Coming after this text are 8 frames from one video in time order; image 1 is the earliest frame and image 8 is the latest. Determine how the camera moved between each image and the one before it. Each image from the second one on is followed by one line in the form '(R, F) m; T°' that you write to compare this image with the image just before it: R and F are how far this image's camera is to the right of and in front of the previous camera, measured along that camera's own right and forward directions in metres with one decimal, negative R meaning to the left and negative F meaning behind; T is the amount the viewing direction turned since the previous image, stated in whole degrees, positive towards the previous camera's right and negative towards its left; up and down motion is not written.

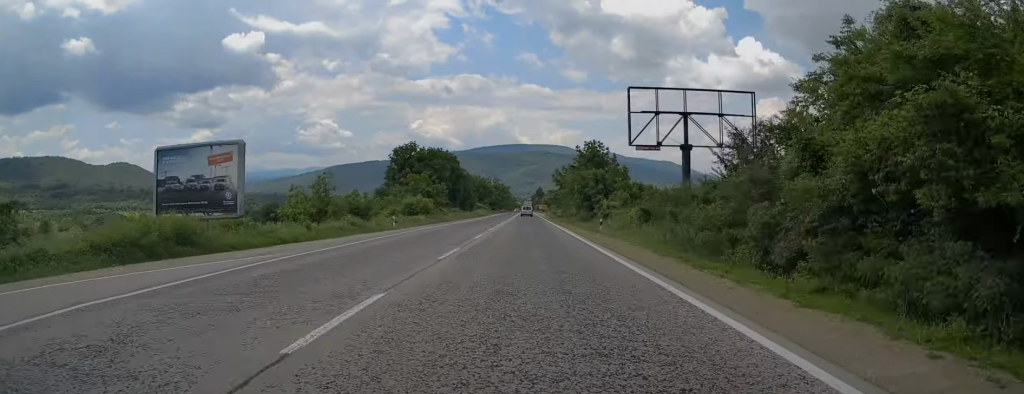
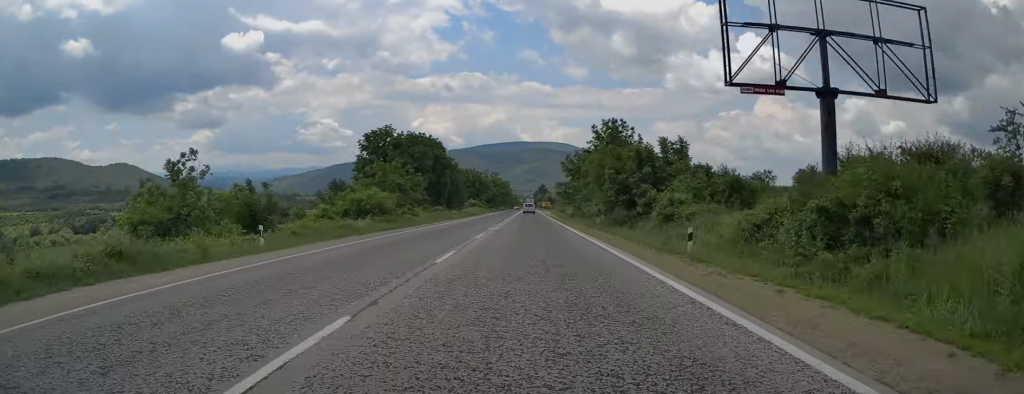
(0.0, +19.7) m; 0°
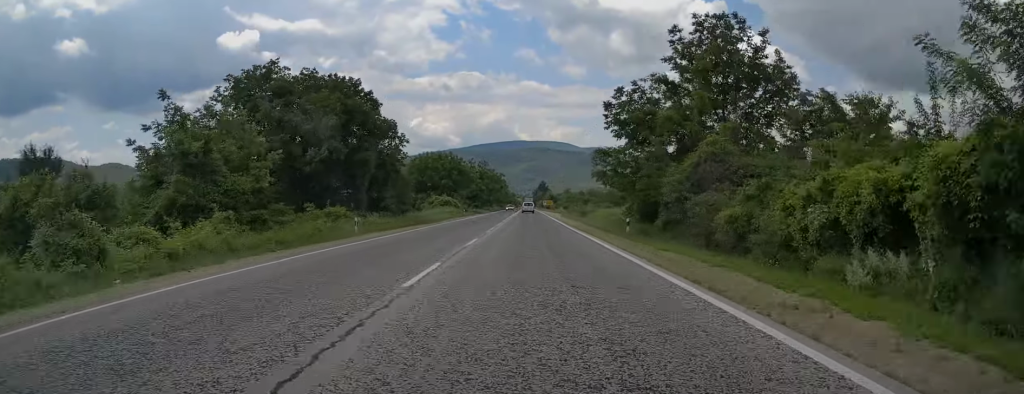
(+0.5, +39.2) m; 0°
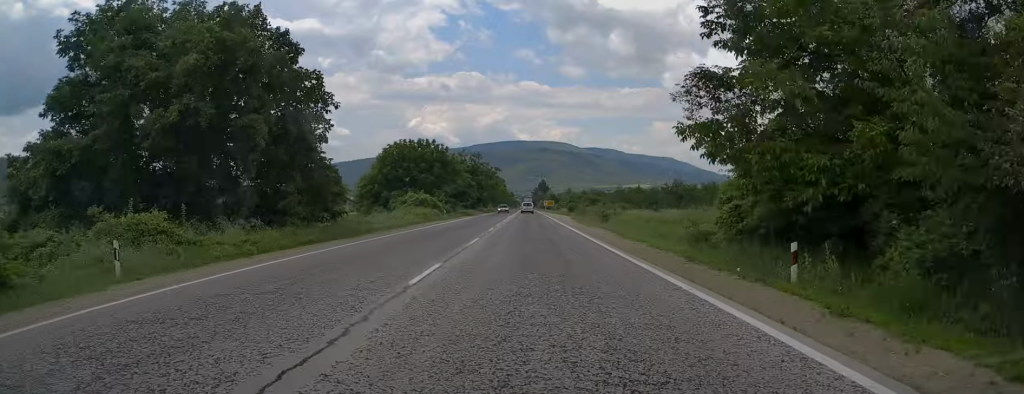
(-0.2, +17.8) m; 0°
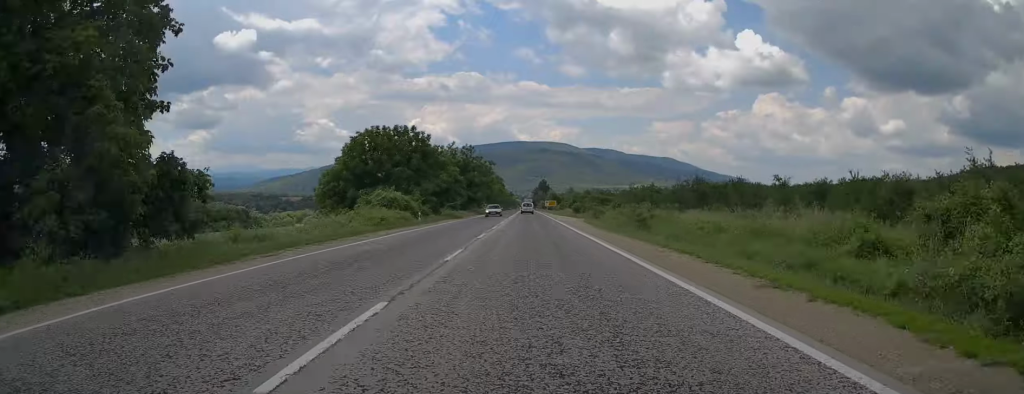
(-0.2, +14.4) m; 0°
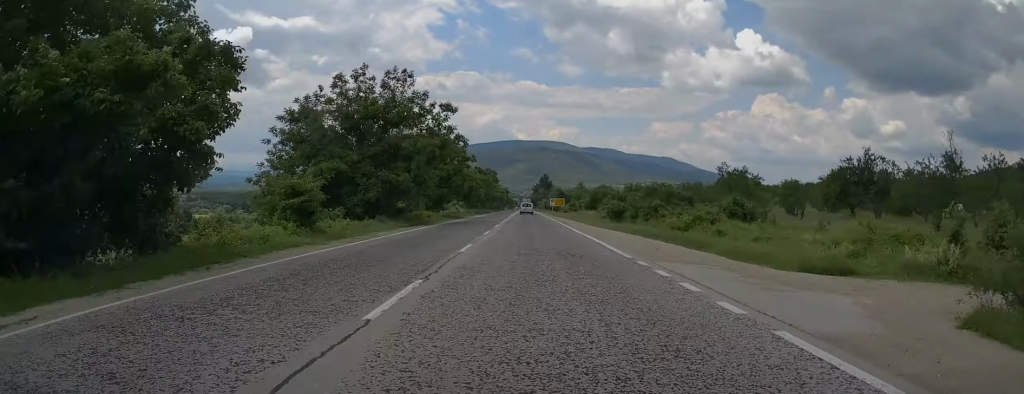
(0.0, +51.4) m; 0°
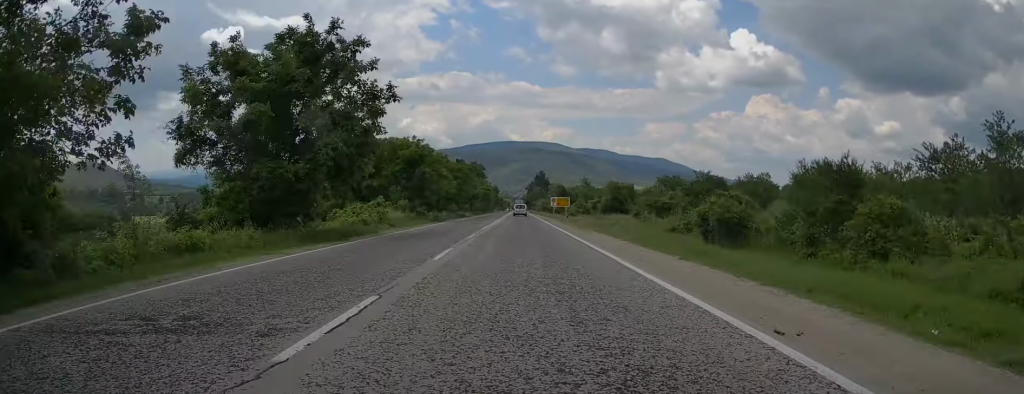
(+0.4, +37.5) m; +1°
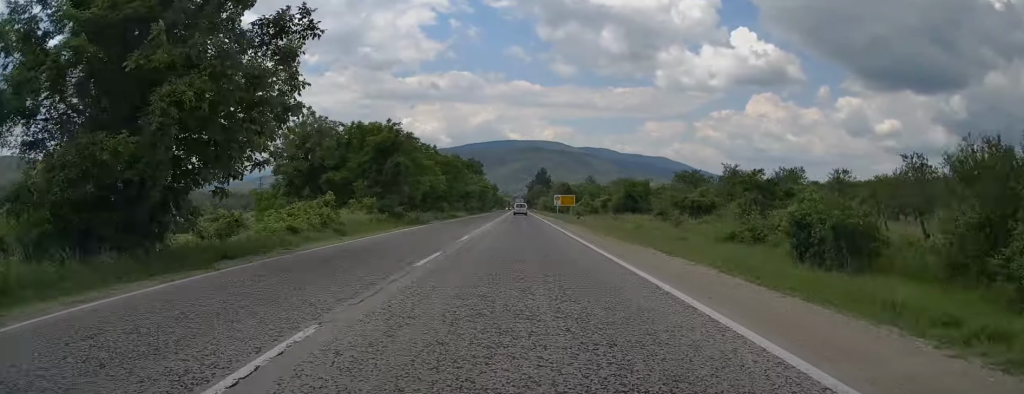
(0.0, +10.8) m; 0°
